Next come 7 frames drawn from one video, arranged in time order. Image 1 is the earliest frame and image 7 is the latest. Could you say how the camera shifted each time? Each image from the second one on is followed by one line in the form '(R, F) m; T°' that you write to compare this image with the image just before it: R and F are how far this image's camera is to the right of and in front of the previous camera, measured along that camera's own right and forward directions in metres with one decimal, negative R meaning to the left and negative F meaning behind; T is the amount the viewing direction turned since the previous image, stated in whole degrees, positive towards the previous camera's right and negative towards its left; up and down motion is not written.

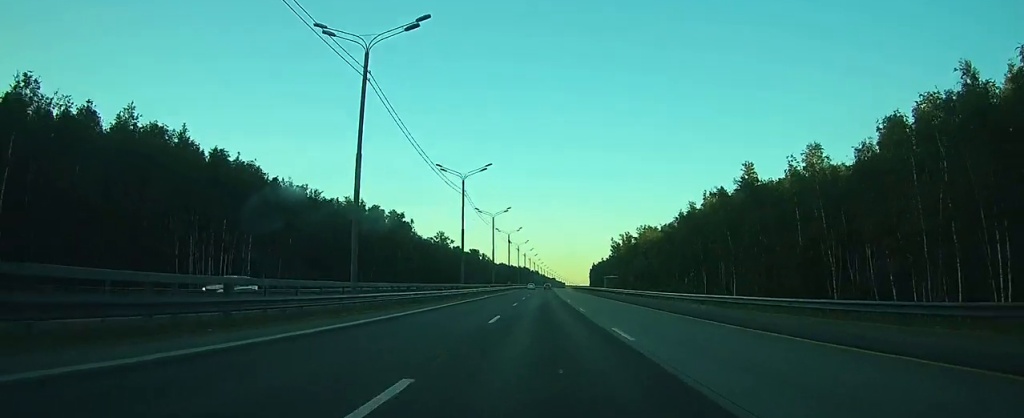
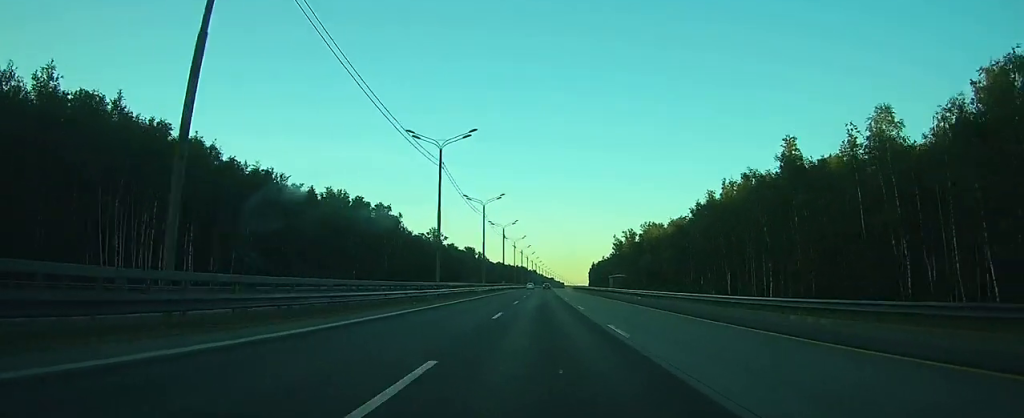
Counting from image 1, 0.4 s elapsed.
(0.0, +14.3) m; 0°
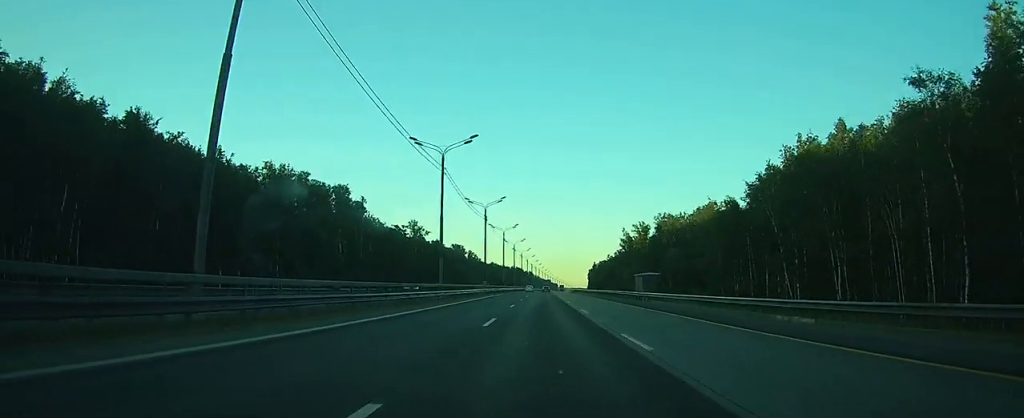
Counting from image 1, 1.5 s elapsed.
(+0.1, +35.1) m; 0°
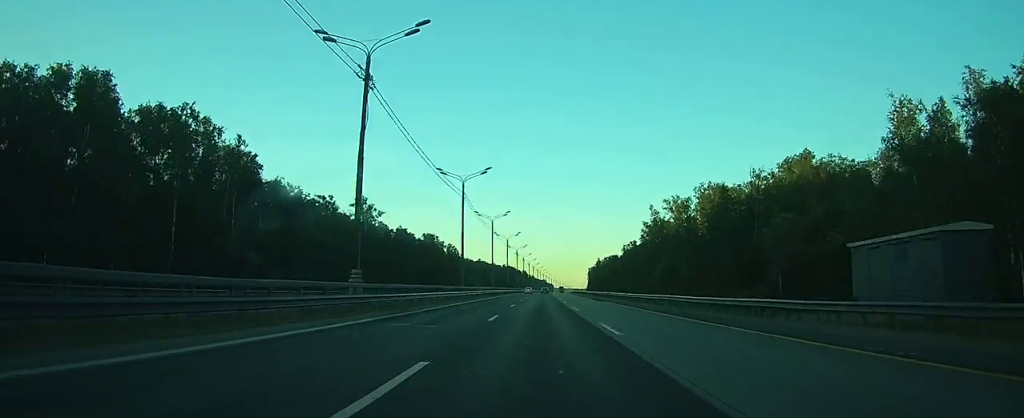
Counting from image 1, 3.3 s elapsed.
(+0.2, +60.0) m; 0°
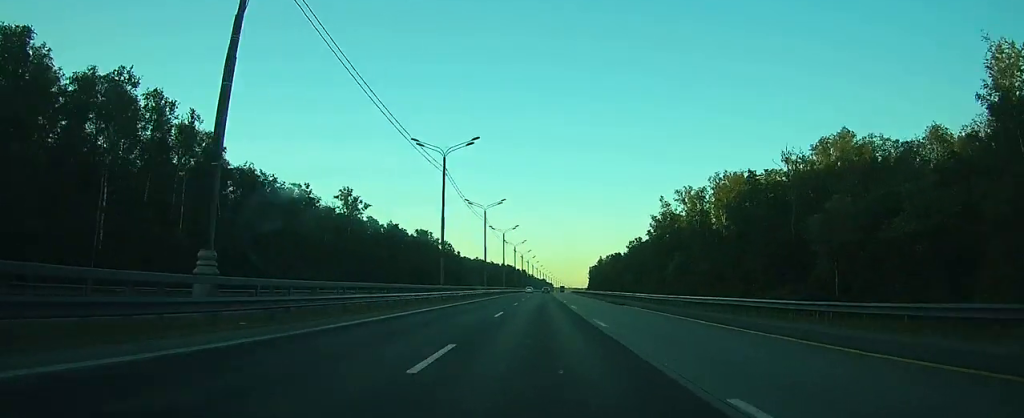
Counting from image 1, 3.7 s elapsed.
(0.0, +13.0) m; 0°
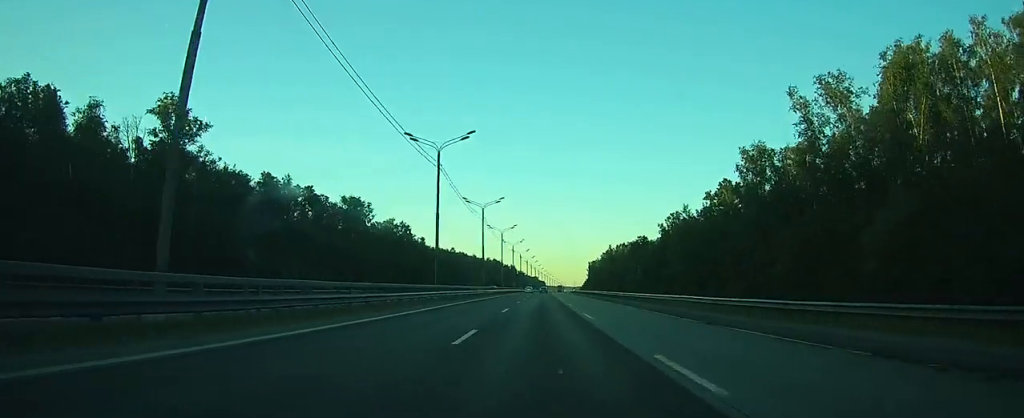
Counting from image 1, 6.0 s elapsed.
(+0.5, +75.1) m; +1°
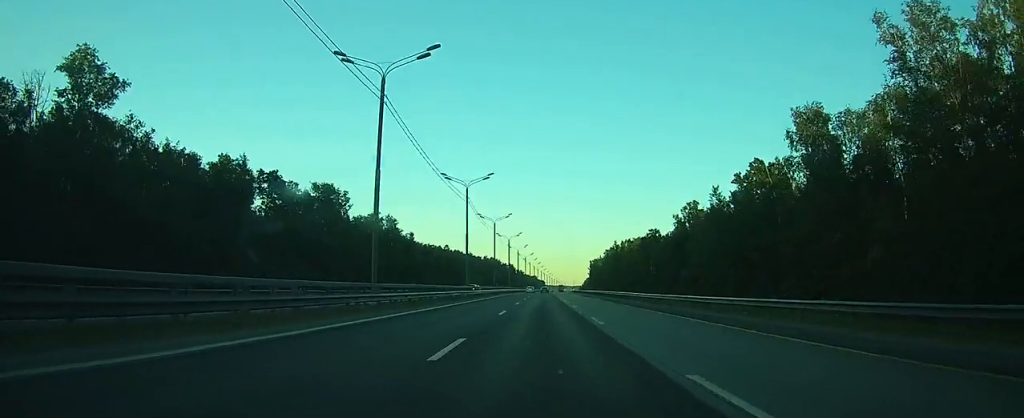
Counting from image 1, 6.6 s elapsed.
(0.0, +18.6) m; 0°
